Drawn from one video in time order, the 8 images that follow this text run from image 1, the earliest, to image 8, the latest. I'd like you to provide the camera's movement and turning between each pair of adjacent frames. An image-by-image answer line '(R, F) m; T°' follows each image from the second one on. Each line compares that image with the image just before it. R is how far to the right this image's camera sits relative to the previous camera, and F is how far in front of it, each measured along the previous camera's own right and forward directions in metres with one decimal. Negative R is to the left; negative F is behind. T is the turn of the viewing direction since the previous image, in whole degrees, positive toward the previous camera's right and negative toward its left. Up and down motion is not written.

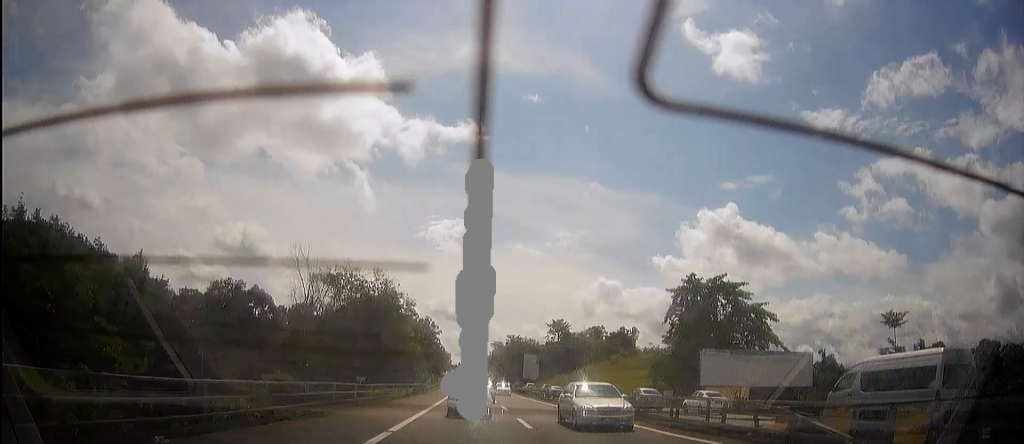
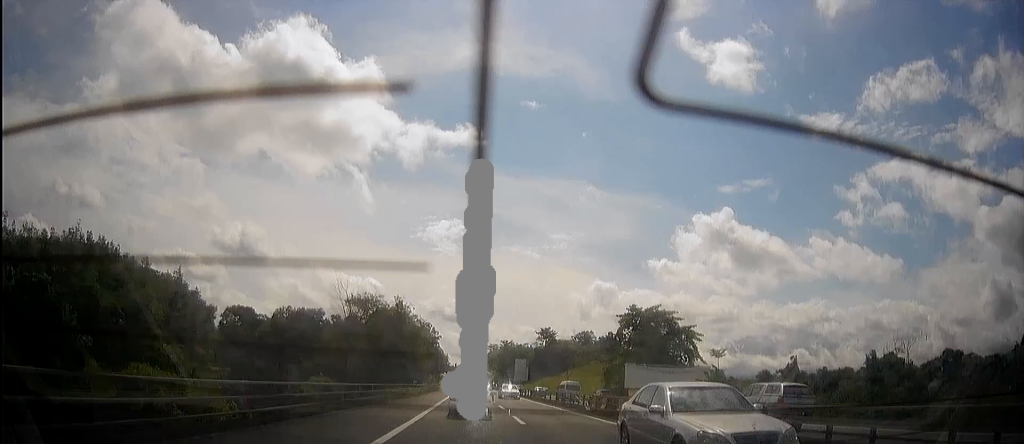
(-0.1, +24.5) m; 0°
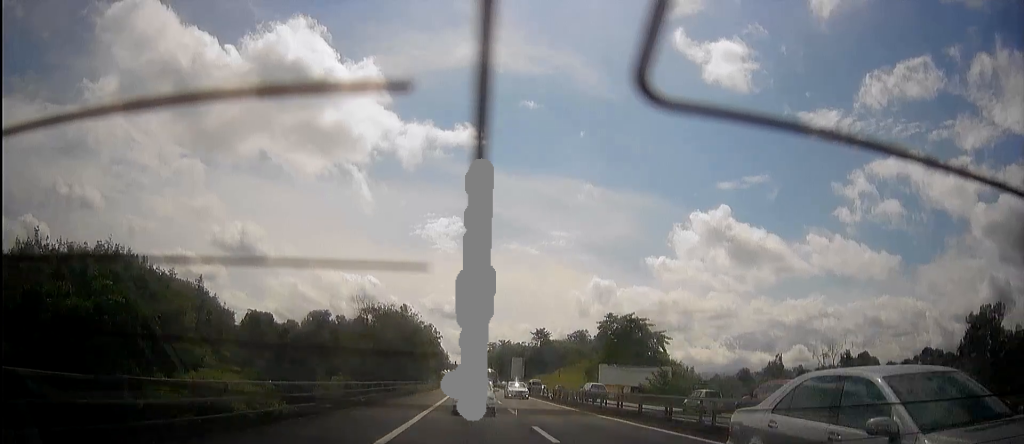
(0.0, +17.8) m; 0°
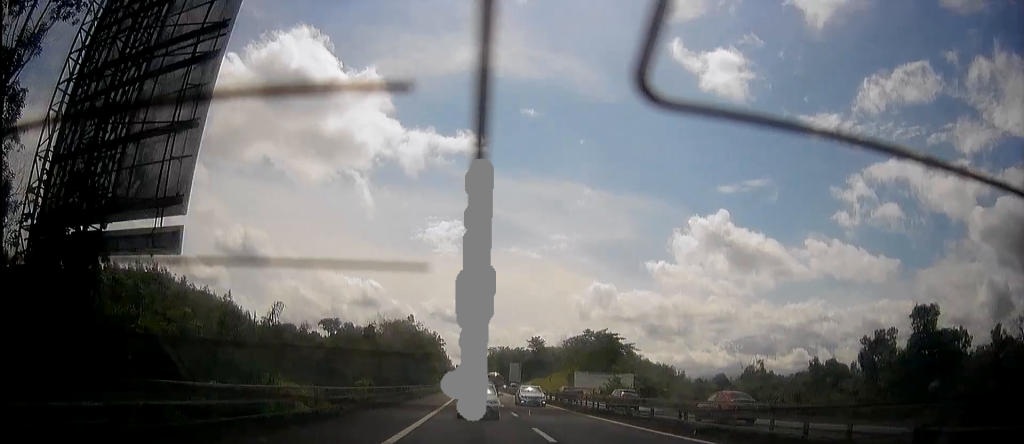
(0.0, +23.7) m; 0°
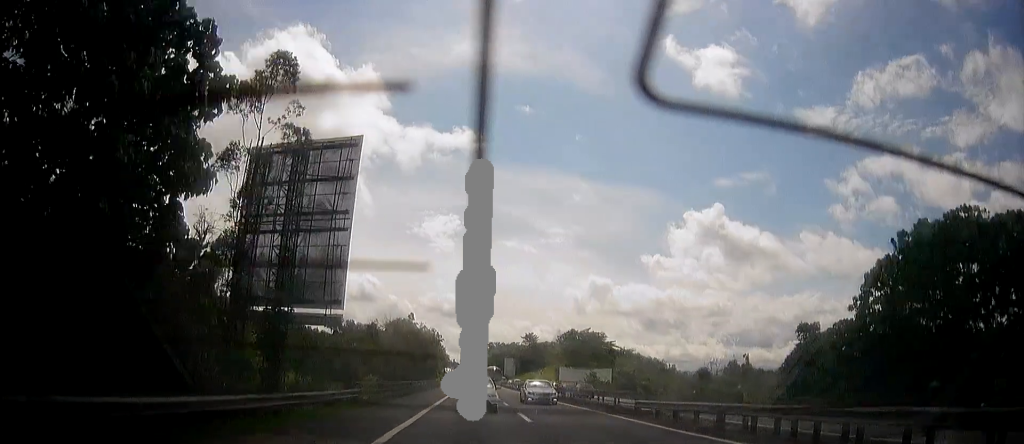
(0.0, +16.8) m; 0°
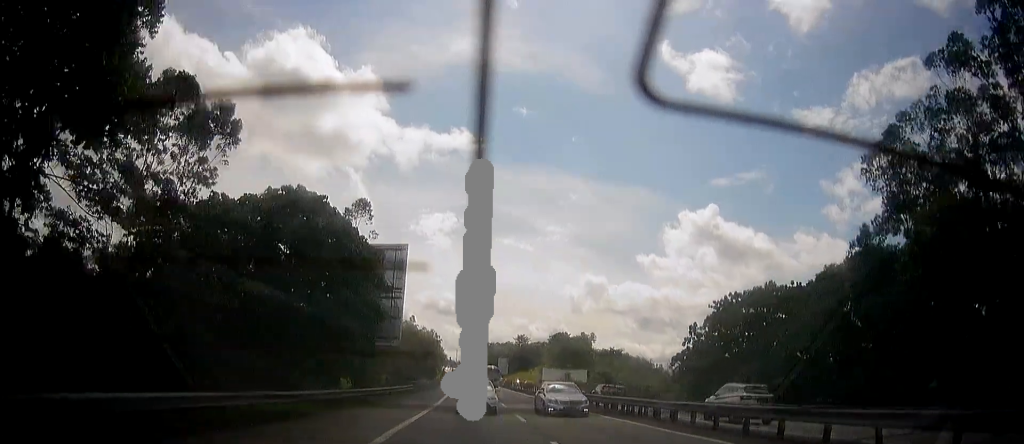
(0.0, +25.8) m; 0°
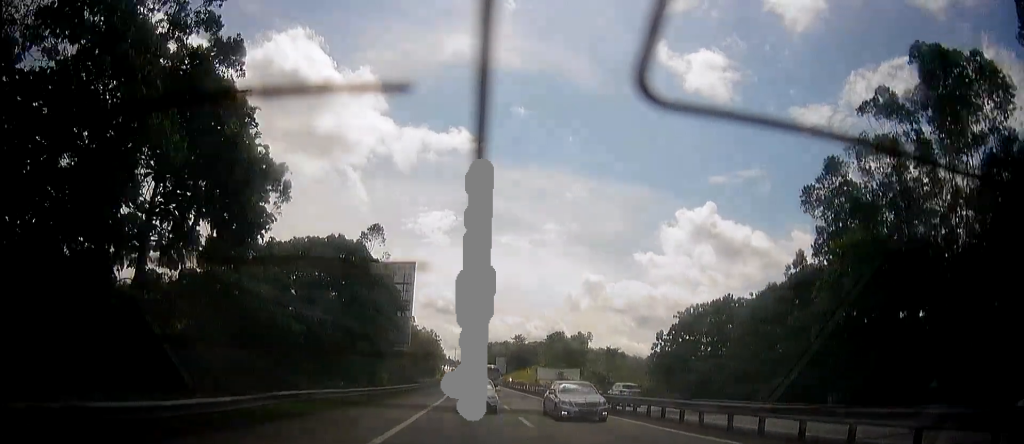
(0.0, +10.0) m; 0°
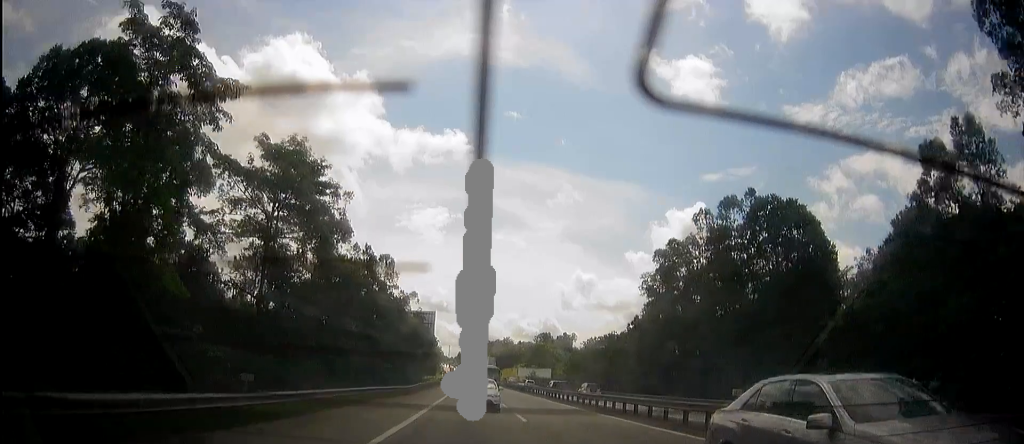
(-0.4, +46.2) m; -1°
